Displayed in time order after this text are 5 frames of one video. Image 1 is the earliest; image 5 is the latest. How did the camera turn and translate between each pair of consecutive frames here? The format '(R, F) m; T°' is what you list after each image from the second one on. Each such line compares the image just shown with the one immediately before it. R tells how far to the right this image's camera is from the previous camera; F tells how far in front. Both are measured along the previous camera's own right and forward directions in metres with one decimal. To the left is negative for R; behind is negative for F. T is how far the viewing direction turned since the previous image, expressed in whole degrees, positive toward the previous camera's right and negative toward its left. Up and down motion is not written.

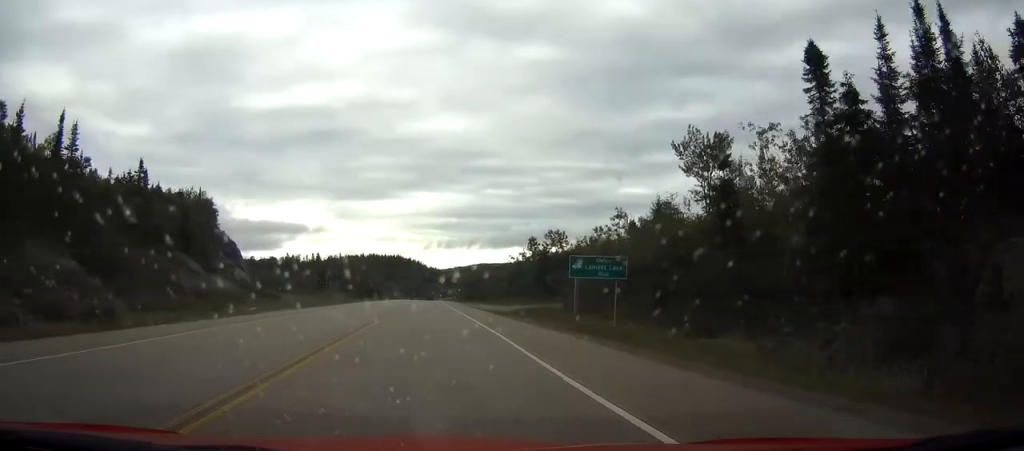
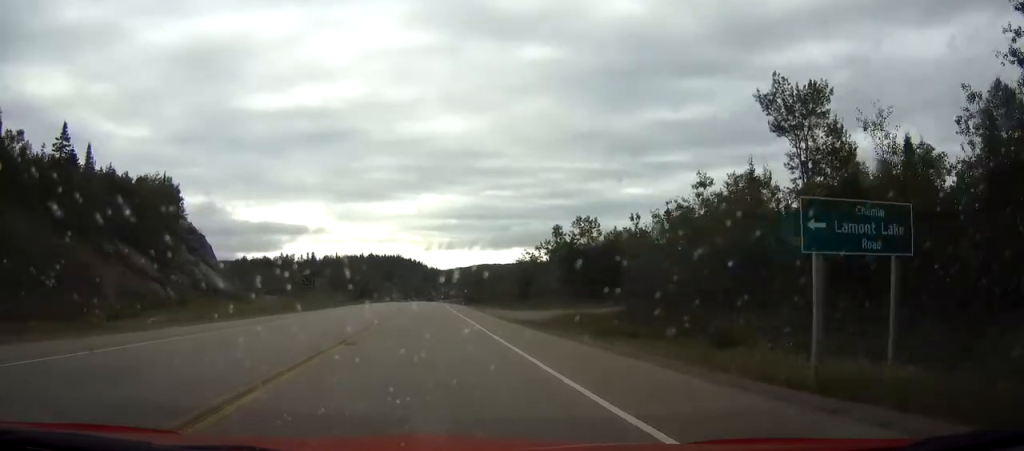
(0.0, +17.0) m; 0°
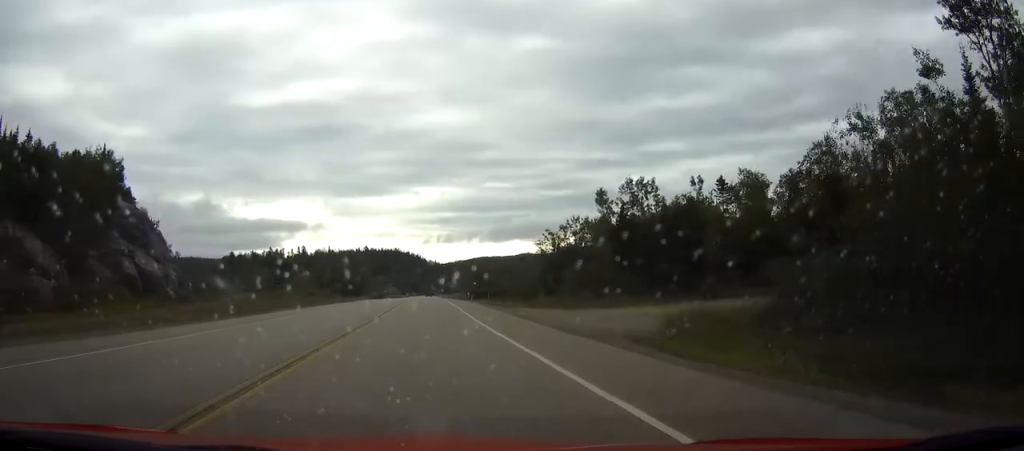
(0.0, +19.7) m; 0°
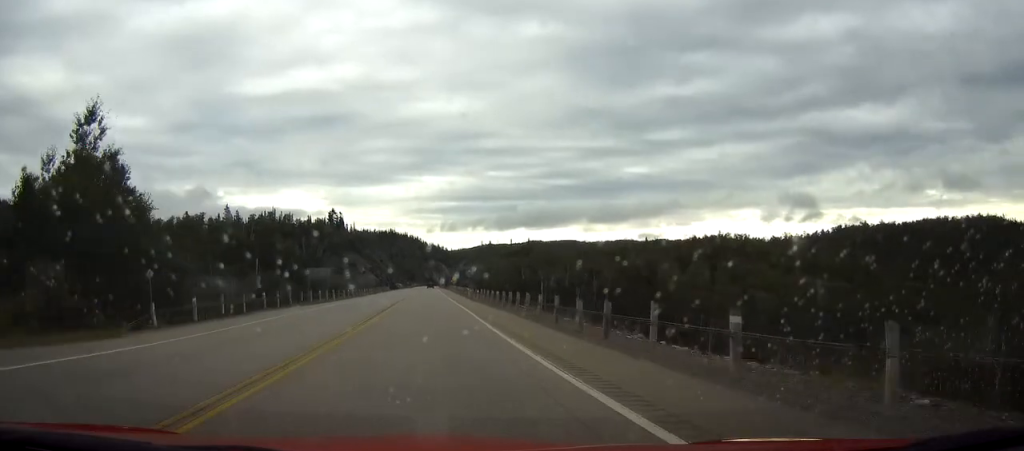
(-0.1, +113.6) m; 0°
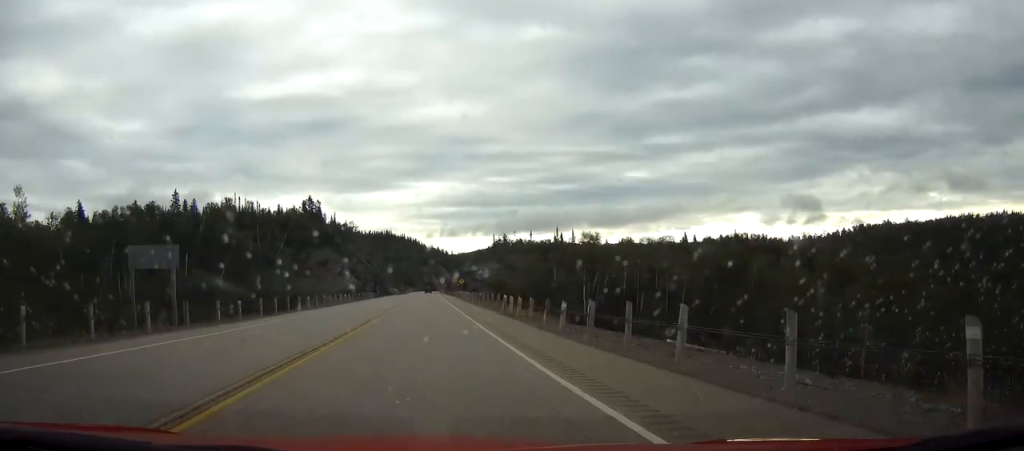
(0.0, +38.1) m; 0°
